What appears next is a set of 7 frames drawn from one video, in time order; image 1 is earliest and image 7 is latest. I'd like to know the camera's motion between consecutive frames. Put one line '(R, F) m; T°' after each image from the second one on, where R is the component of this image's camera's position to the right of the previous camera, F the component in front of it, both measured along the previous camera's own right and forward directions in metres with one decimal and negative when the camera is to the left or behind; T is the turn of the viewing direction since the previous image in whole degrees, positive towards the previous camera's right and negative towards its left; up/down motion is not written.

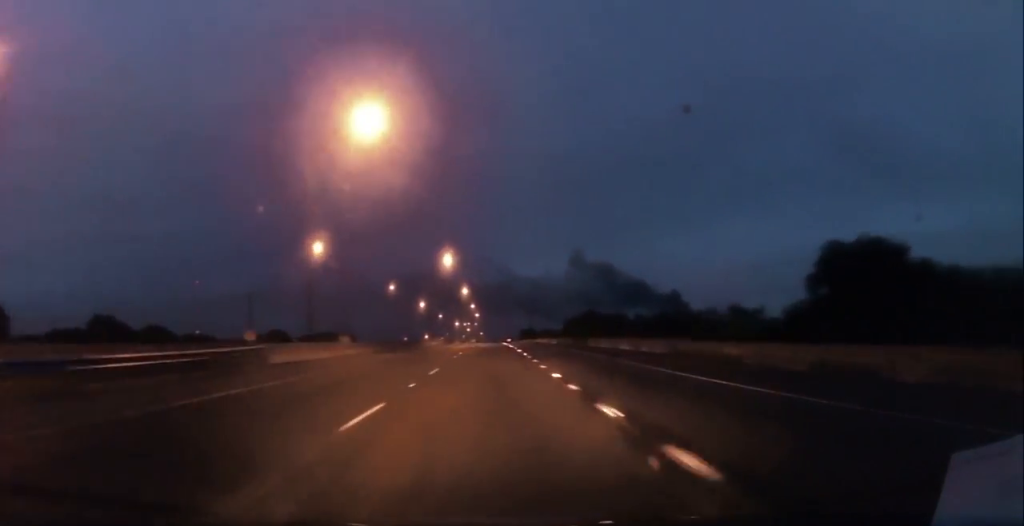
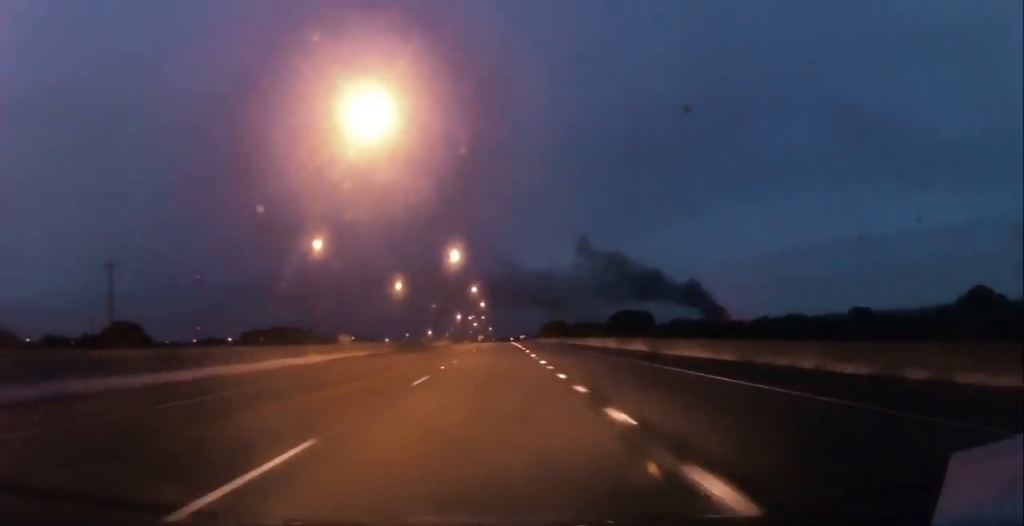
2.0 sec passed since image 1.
(-0.2, +61.9) m; 0°
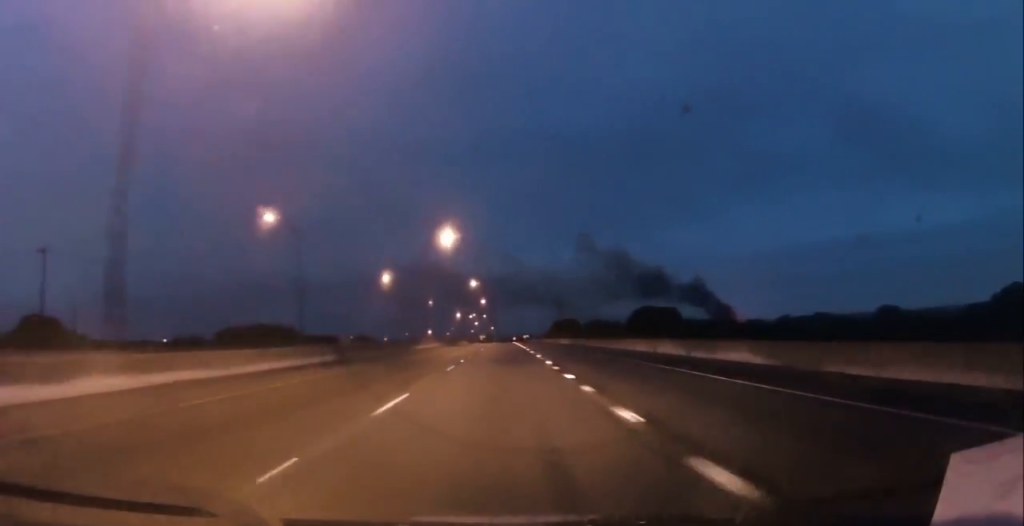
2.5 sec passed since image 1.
(0.0, +17.9) m; 0°
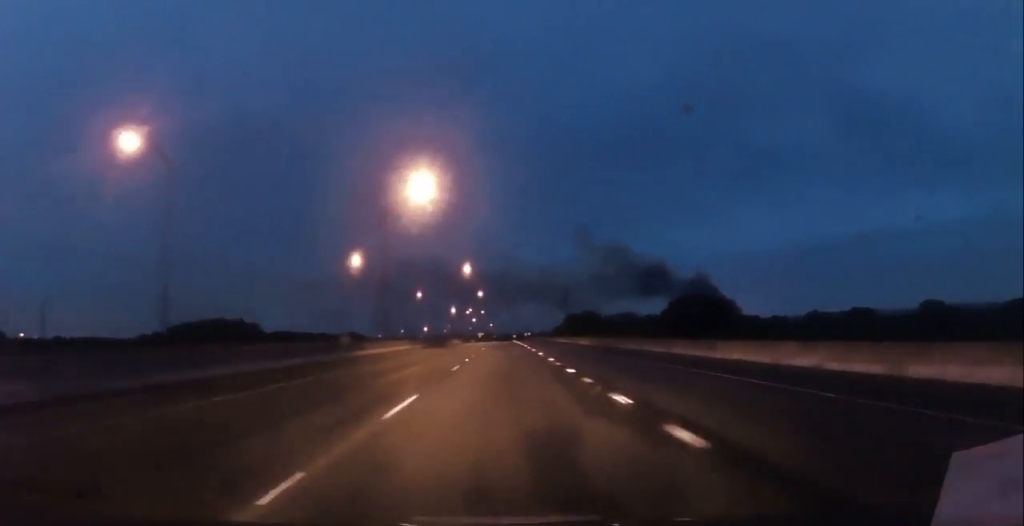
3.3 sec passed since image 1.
(+0.4, +25.2) m; 0°
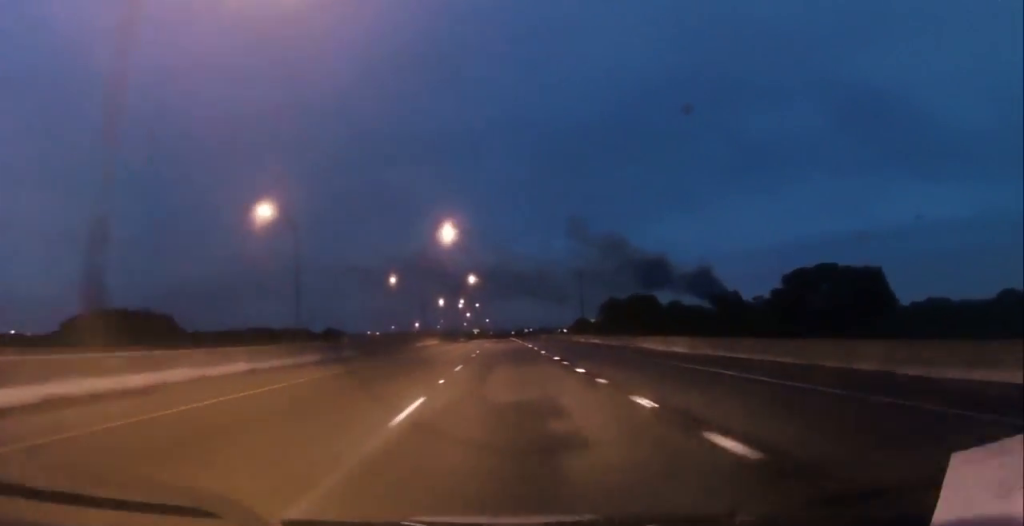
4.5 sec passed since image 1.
(-0.6, +37.6) m; -1°
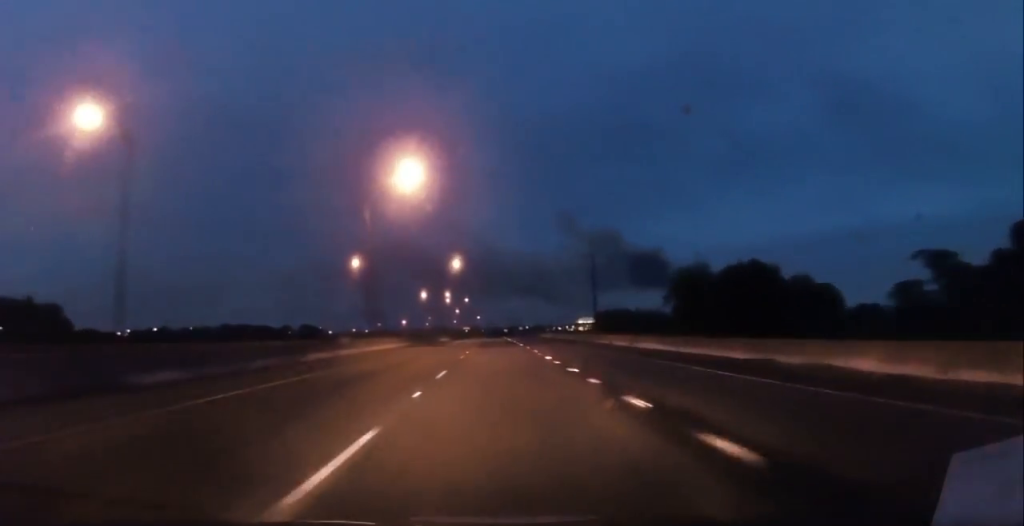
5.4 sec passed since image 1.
(0.0, +28.0) m; +1°
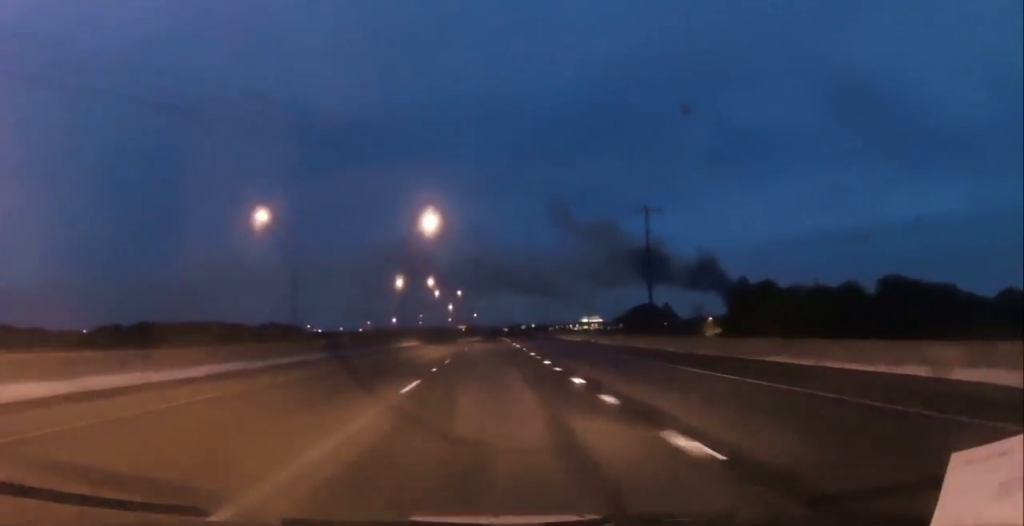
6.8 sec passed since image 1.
(+0.7, +41.2) m; +1°
